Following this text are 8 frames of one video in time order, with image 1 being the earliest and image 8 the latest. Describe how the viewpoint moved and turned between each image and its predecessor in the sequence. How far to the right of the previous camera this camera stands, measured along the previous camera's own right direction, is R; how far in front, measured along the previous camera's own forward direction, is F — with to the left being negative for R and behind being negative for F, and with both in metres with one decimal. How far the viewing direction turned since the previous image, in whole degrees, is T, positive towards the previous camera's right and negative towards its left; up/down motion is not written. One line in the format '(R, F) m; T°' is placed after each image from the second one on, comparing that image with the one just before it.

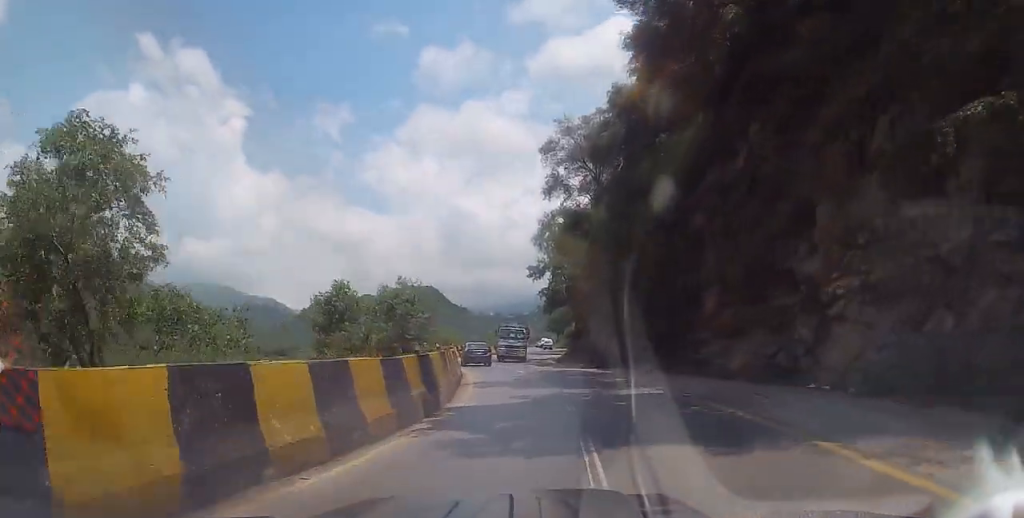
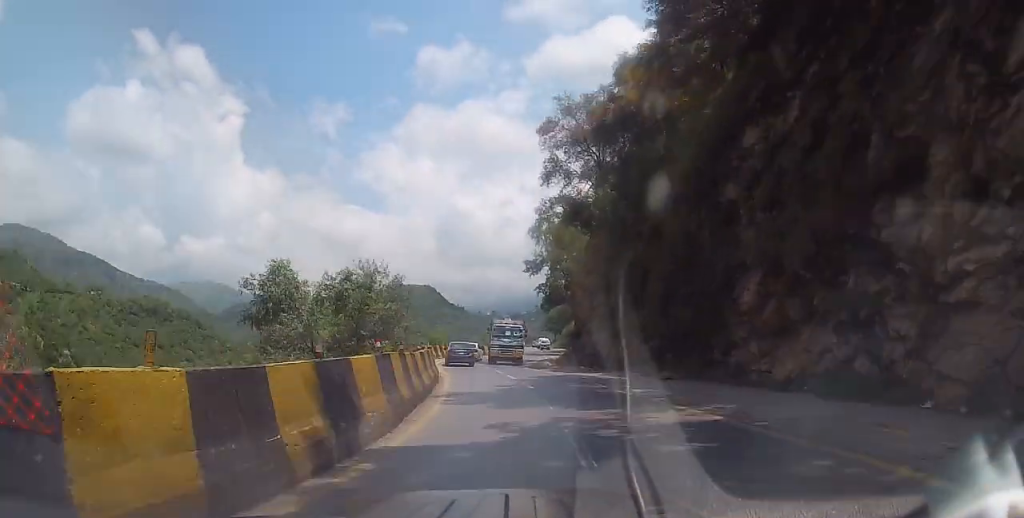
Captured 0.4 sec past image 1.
(+0.1, +5.1) m; 0°
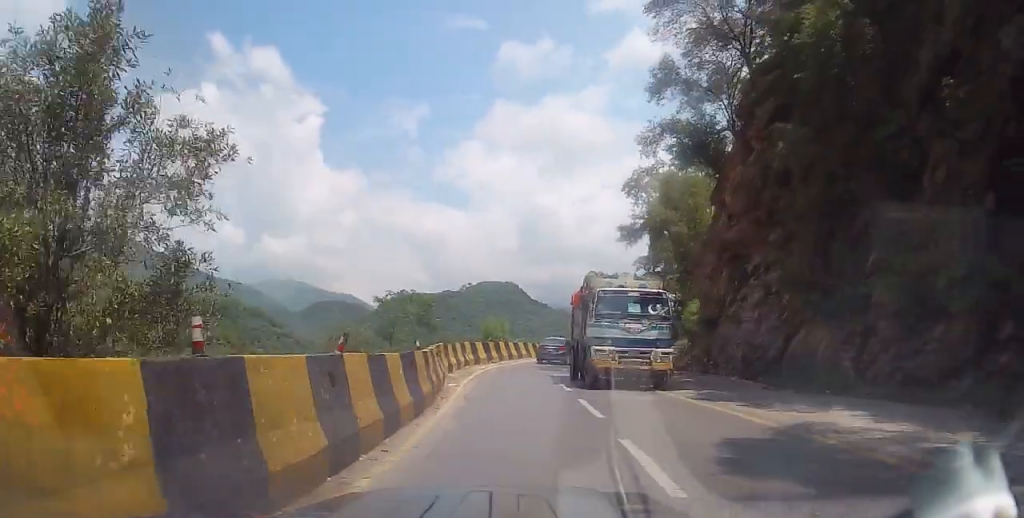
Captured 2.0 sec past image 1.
(-0.5, +18.6) m; -8°
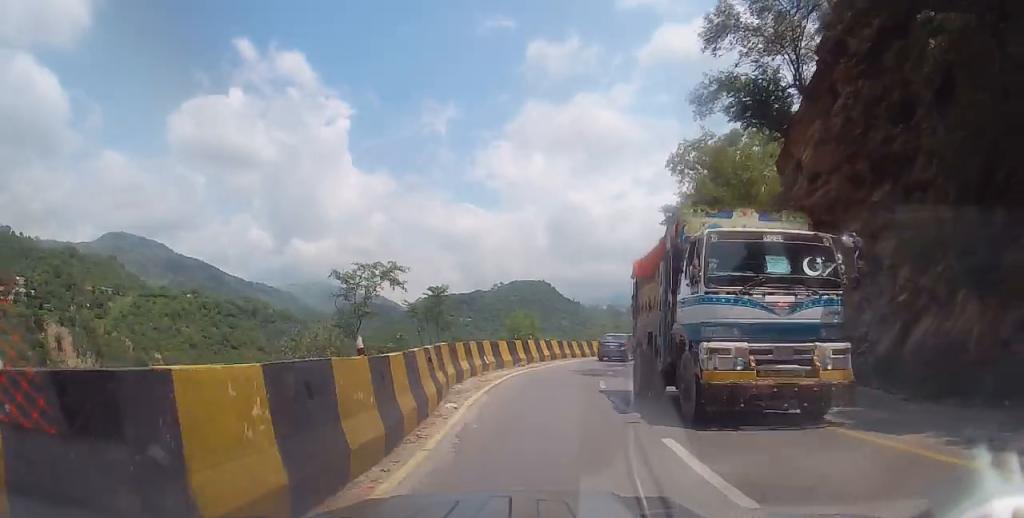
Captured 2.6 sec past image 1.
(-0.5, +6.1) m; -1°
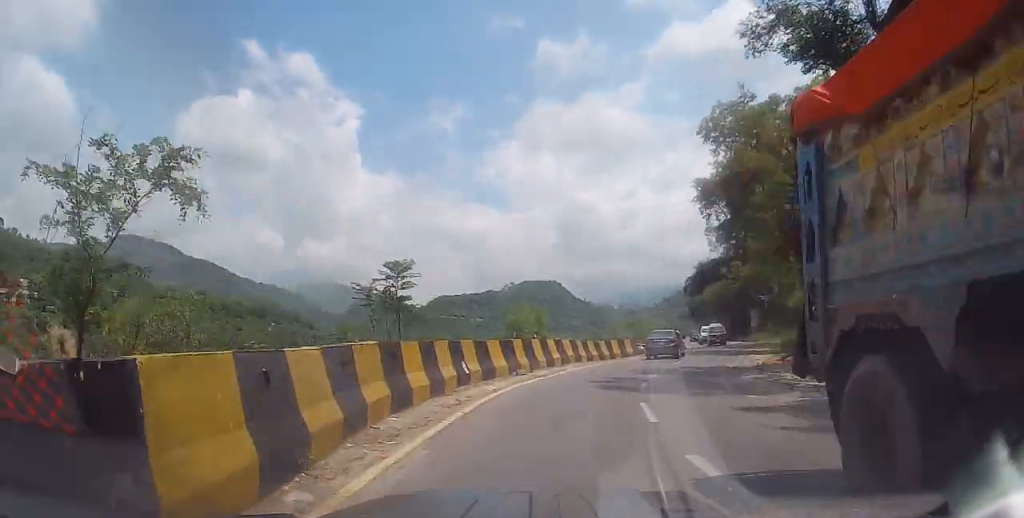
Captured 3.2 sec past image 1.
(-0.3, +7.3) m; 0°
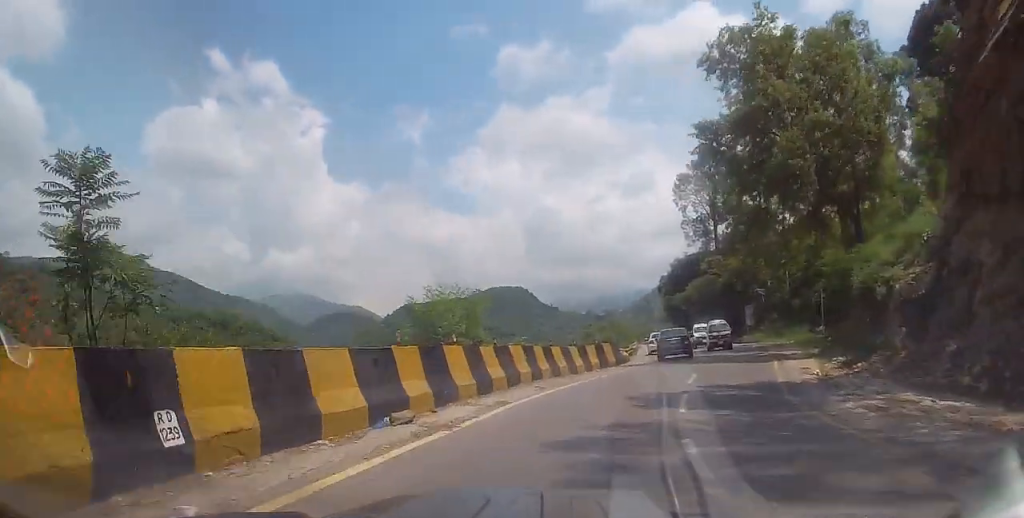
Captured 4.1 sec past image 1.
(+0.5, +10.3) m; +4°
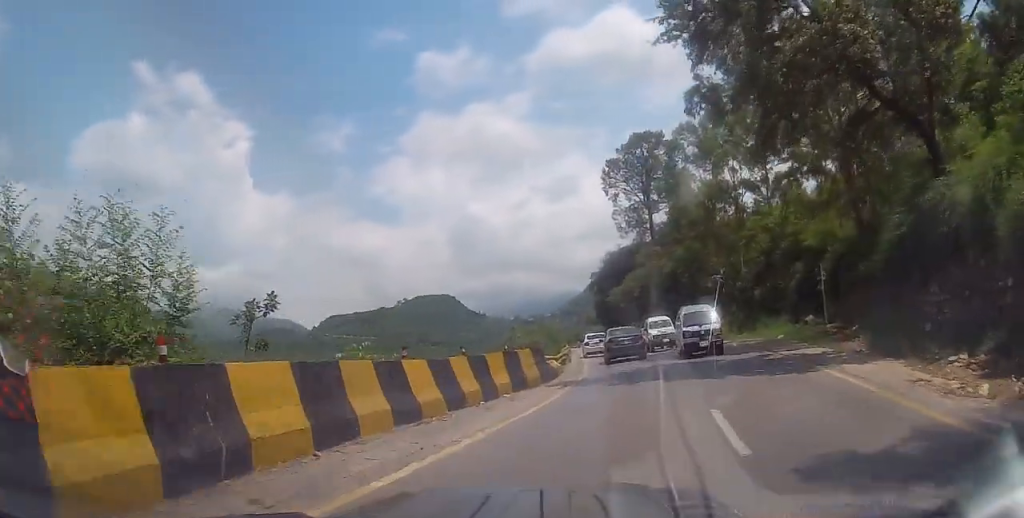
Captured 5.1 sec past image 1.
(+0.3, +11.1) m; +4°
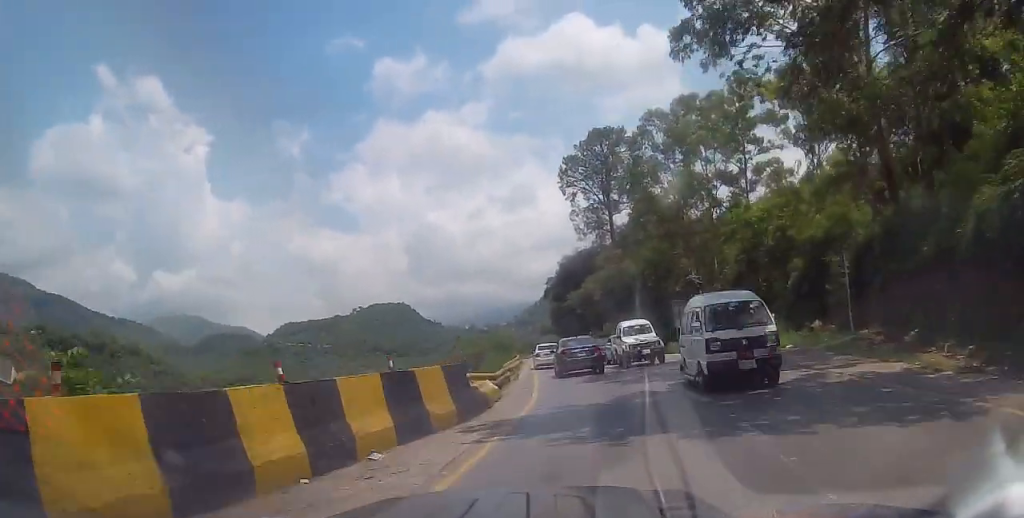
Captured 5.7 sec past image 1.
(+0.4, +7.1) m; +1°
